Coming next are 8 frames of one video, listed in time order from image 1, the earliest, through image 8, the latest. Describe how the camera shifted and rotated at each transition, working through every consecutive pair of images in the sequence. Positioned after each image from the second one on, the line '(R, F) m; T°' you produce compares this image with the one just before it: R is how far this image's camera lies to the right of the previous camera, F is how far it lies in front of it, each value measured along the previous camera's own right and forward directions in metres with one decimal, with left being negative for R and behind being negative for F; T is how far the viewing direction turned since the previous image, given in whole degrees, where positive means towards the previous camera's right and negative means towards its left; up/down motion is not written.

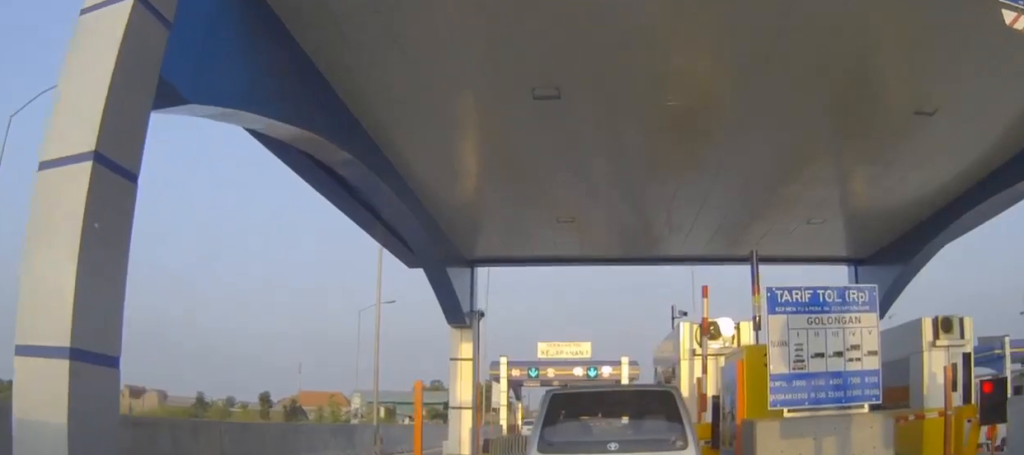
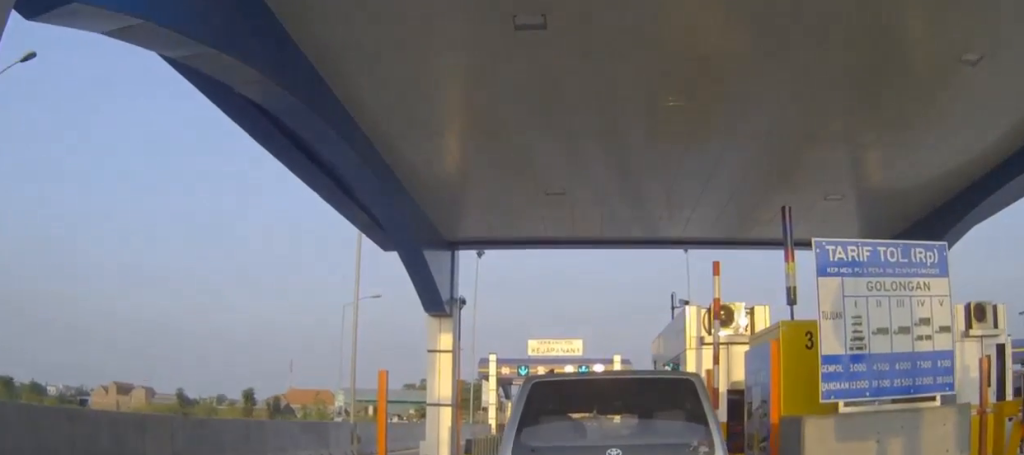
(0.0, +1.2) m; 0°
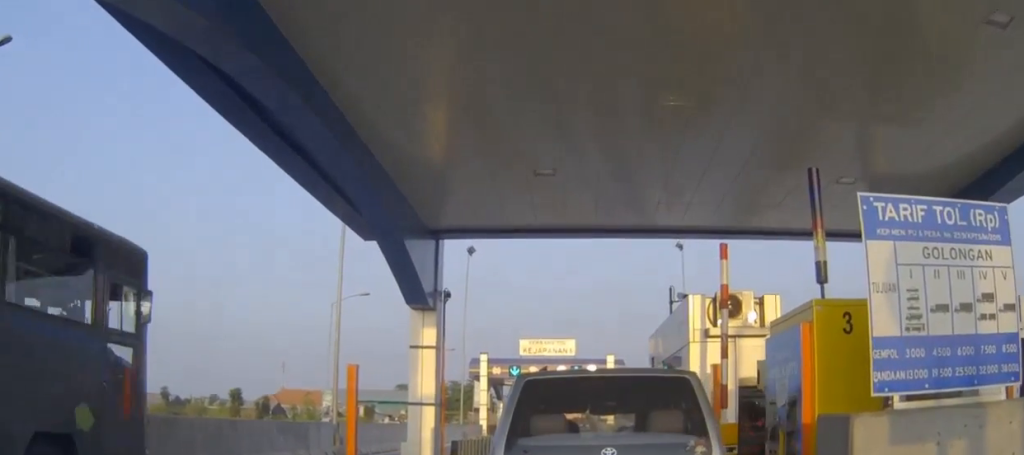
(-0.1, +1.0) m; 0°
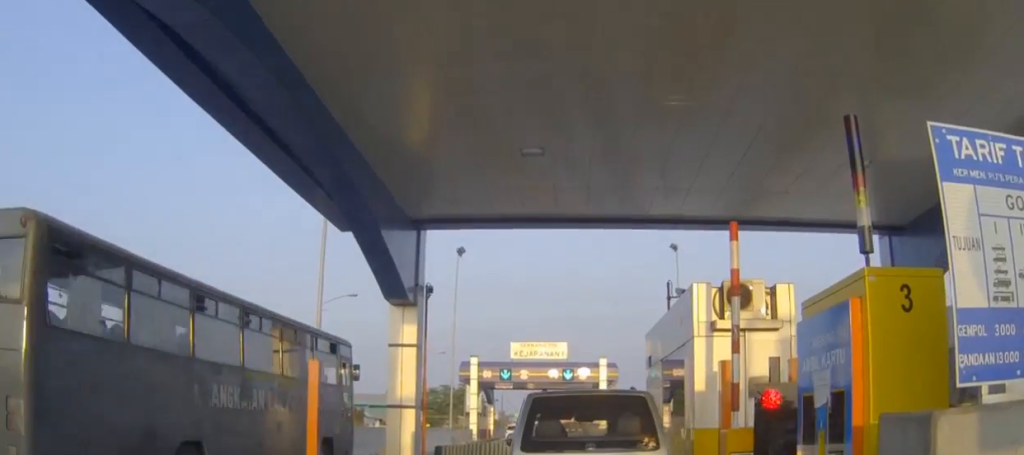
(+0.4, +0.9) m; 0°
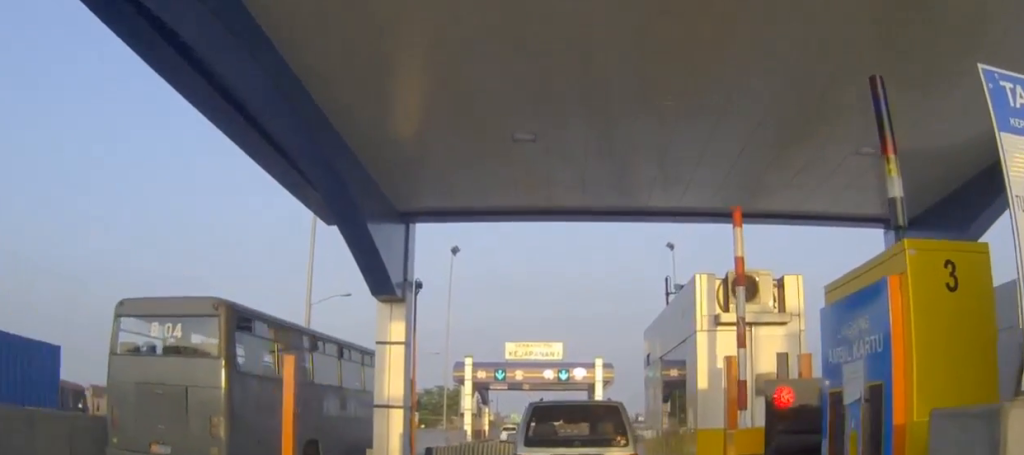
(+0.2, +0.5) m; 0°
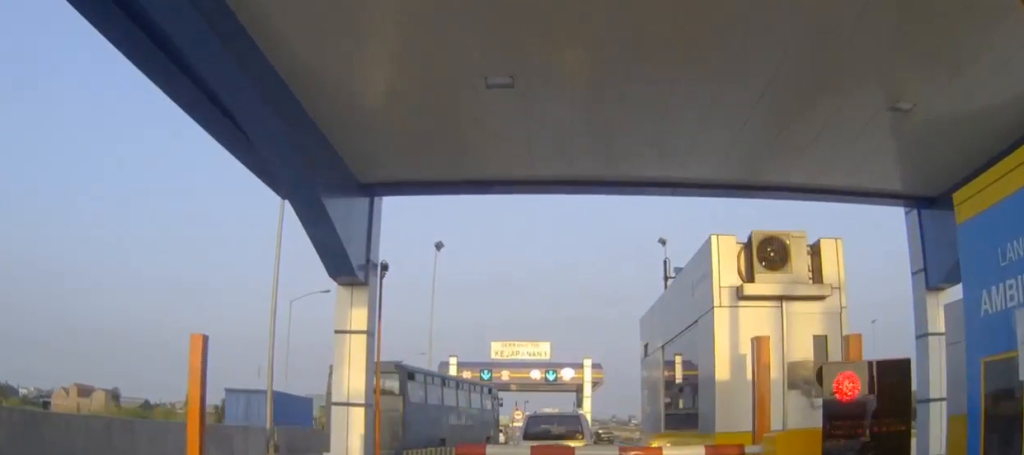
(+0.5, +1.1) m; 0°
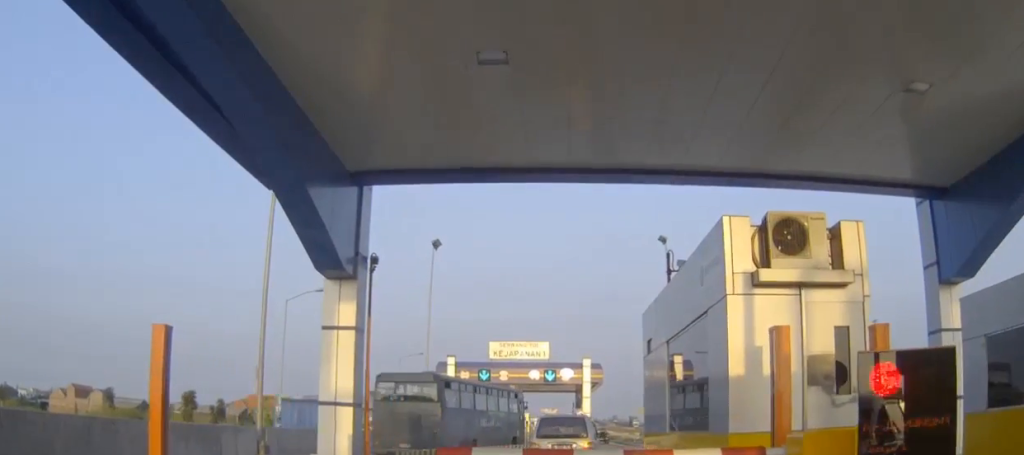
(+0.2, +0.4) m; 0°
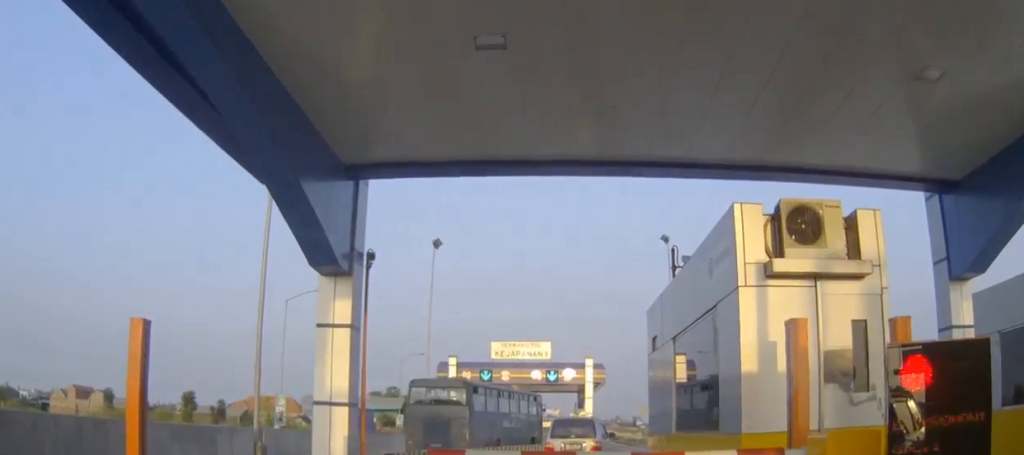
(+0.1, +0.3) m; 0°
